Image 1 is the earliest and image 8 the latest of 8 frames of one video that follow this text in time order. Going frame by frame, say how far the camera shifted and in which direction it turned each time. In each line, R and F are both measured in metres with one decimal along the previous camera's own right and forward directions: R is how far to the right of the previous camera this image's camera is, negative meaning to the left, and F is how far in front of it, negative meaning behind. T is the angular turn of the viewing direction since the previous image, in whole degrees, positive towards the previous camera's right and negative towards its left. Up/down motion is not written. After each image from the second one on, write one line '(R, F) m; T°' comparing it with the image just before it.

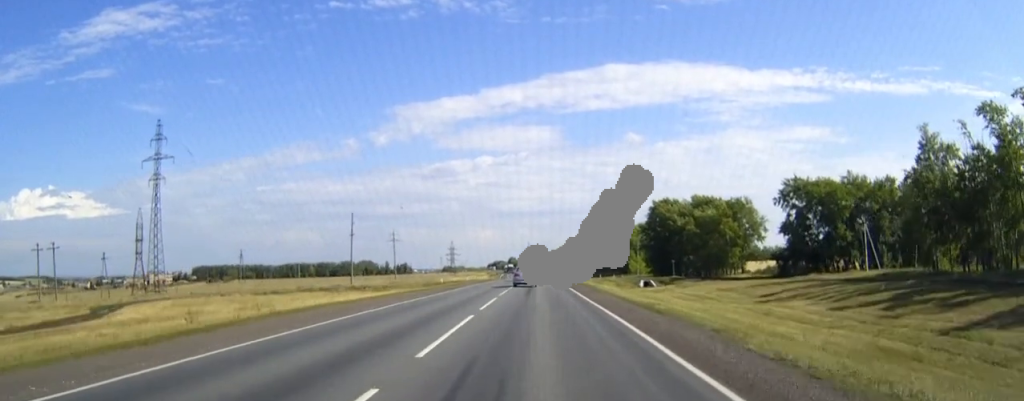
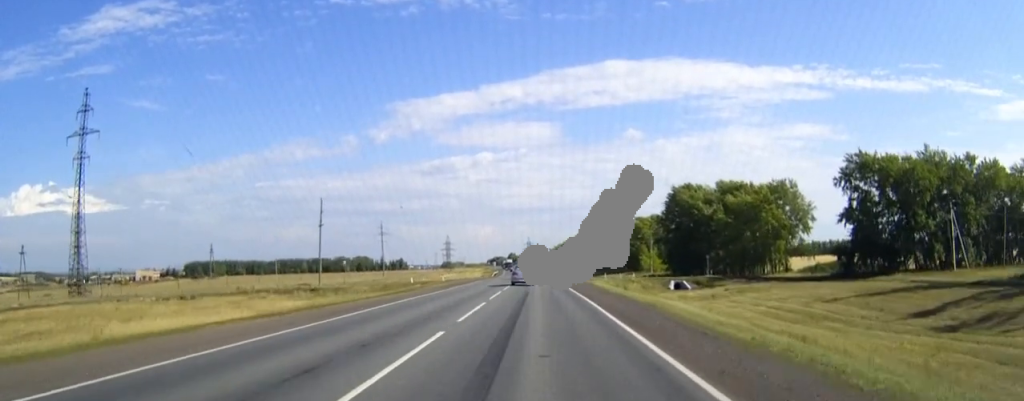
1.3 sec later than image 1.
(0.0, +29.1) m; 0°
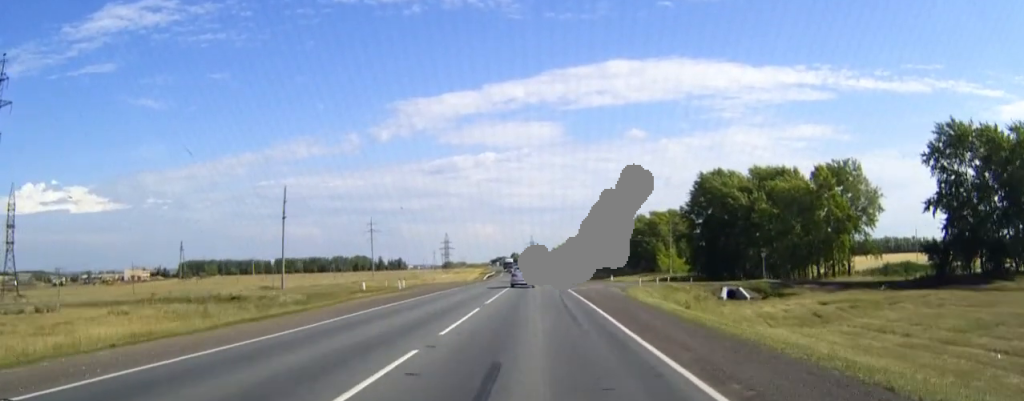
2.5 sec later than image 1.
(0.0, +27.1) m; 0°
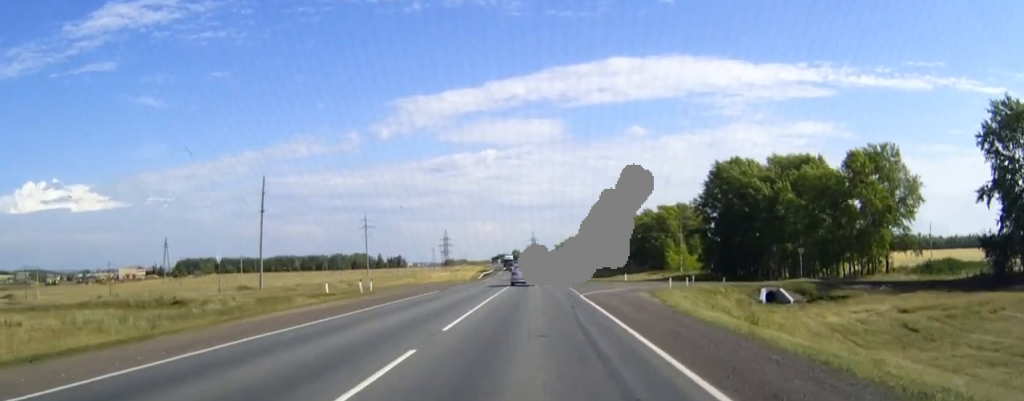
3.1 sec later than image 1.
(-0.1, +12.3) m; 0°
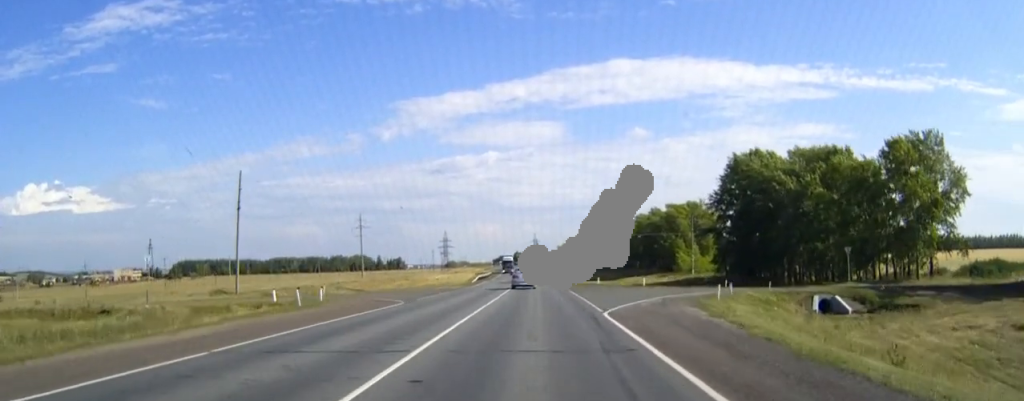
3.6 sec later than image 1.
(0.0, +11.6) m; 0°
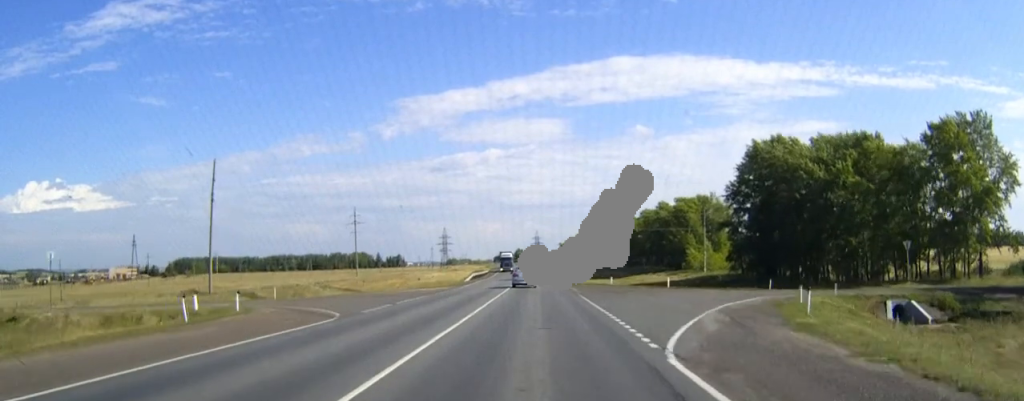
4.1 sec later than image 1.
(0.0, +10.9) m; 0°
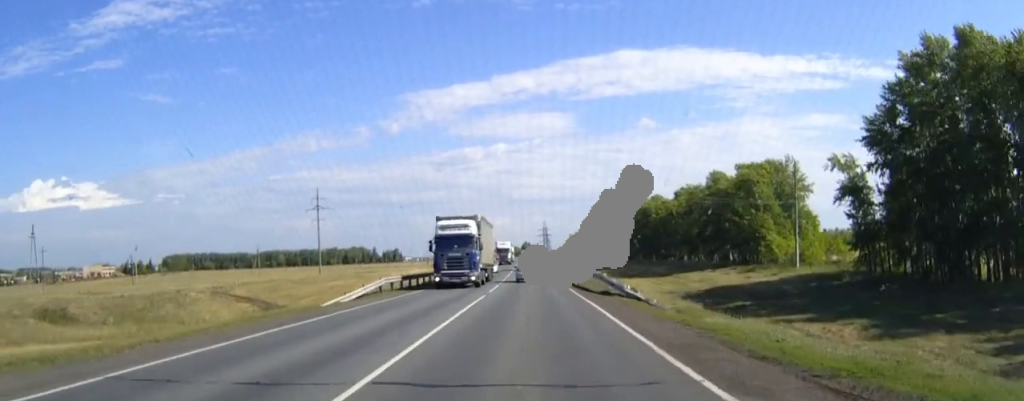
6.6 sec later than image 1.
(-0.3, +54.2) m; -1°
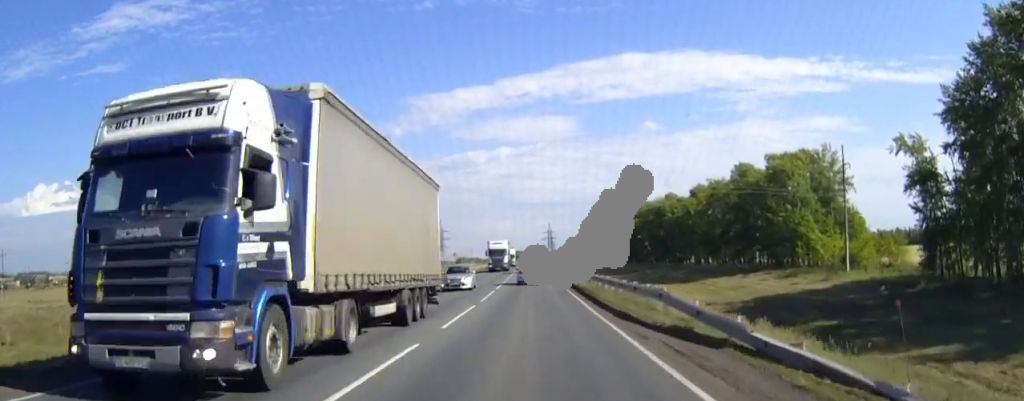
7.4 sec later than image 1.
(0.0, +16.8) m; 0°
